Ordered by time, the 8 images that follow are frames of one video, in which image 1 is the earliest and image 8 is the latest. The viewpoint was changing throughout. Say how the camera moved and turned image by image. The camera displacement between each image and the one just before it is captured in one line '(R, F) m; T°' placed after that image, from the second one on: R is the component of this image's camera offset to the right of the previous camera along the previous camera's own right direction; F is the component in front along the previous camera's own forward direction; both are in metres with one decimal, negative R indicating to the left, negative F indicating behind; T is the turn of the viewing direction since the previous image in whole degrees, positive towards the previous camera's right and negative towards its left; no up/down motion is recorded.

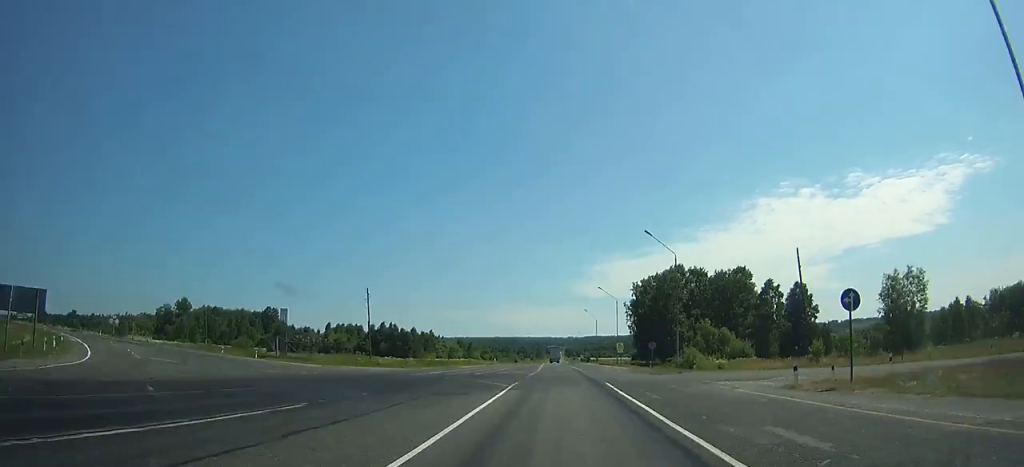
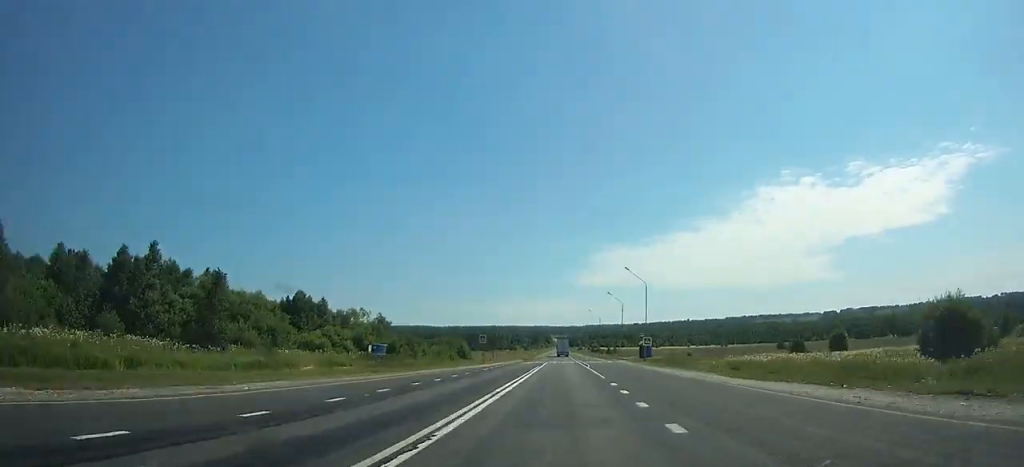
(-0.9, +148.7) m; 0°
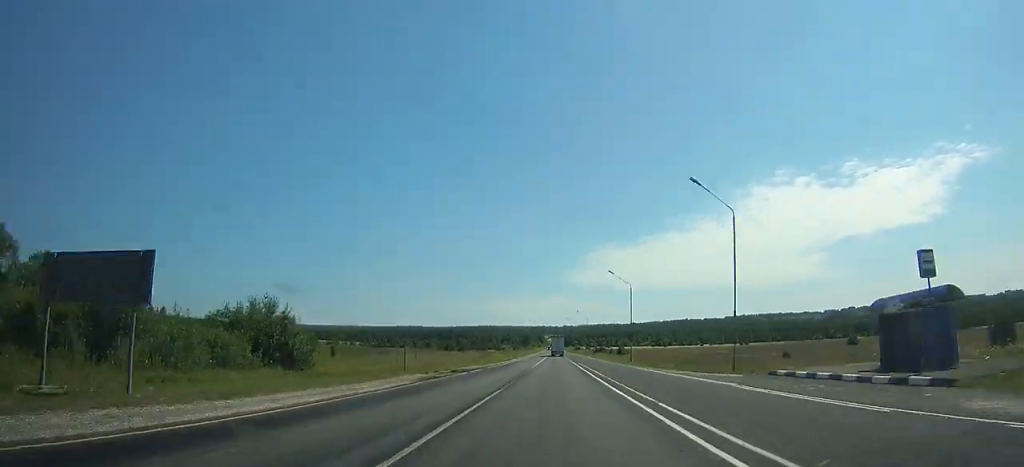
(+0.3, +69.8) m; 0°
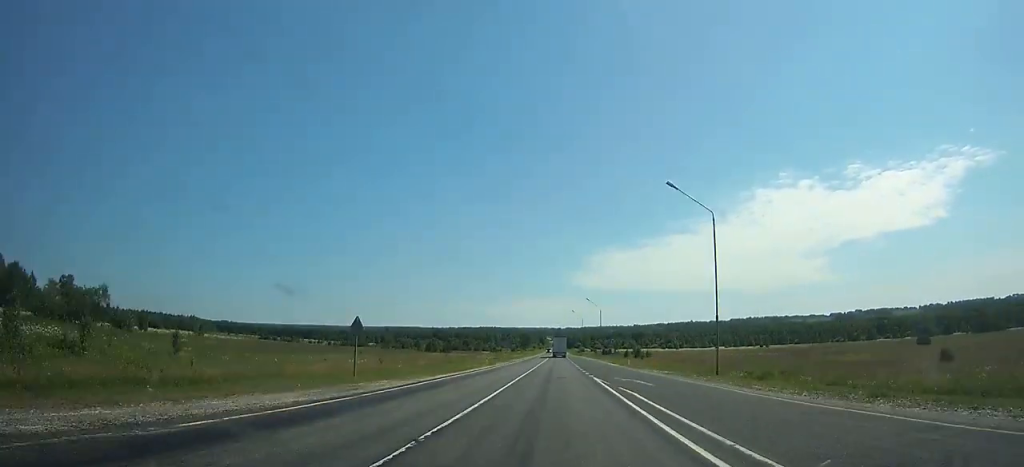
(+0.1, +39.1) m; 0°
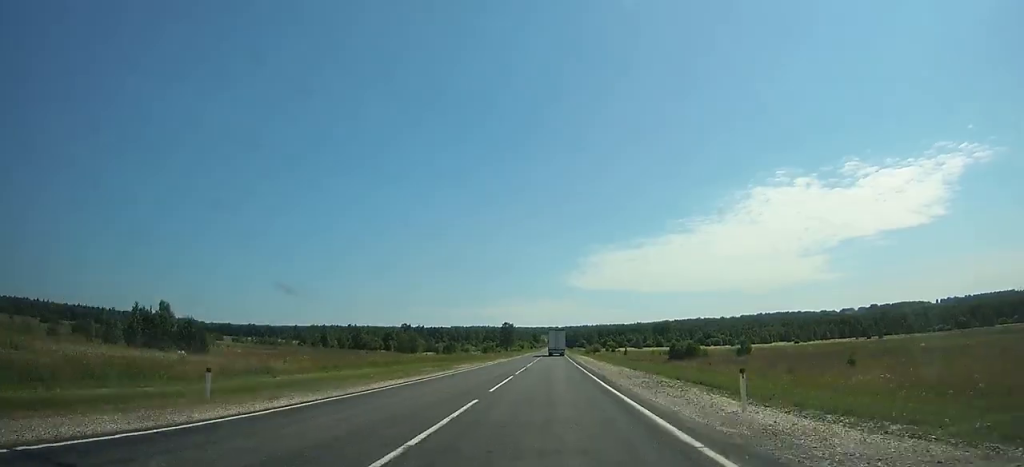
(0.0, +150.6) m; 0°
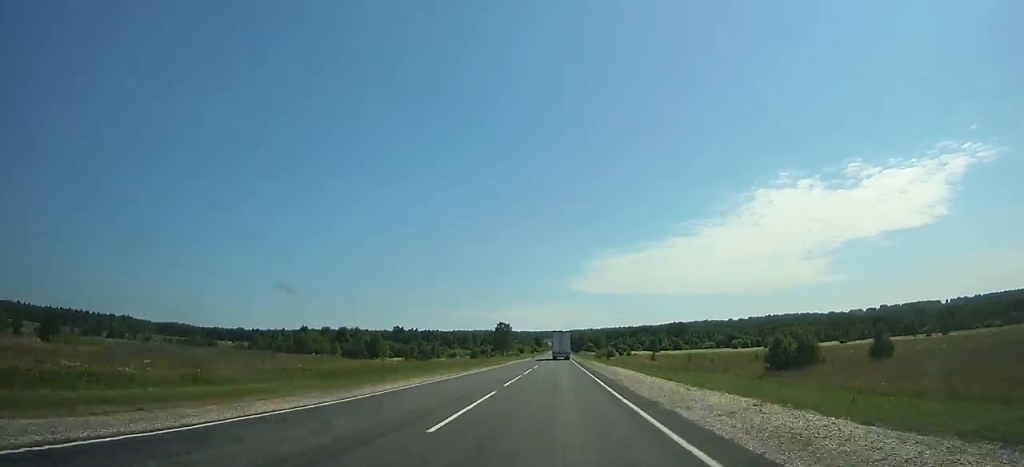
(0.0, +44.3) m; 0°
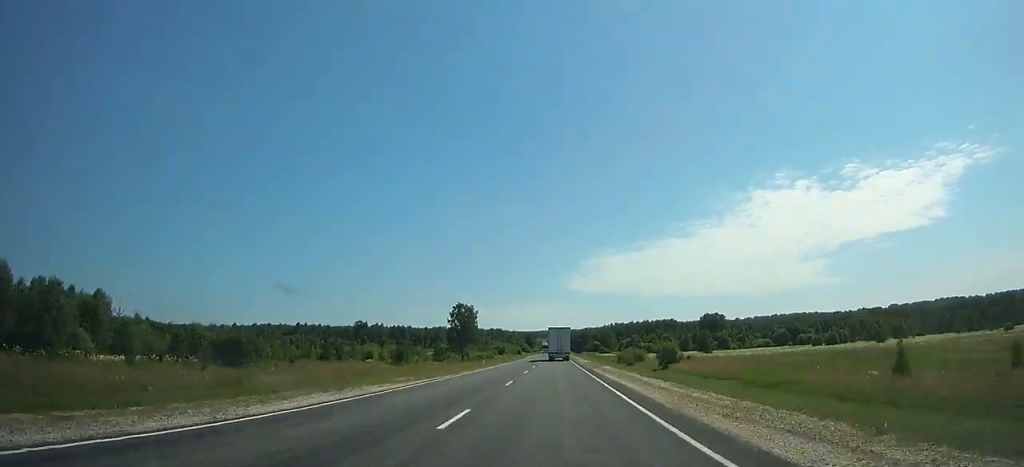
(-0.1, +100.6) m; 0°
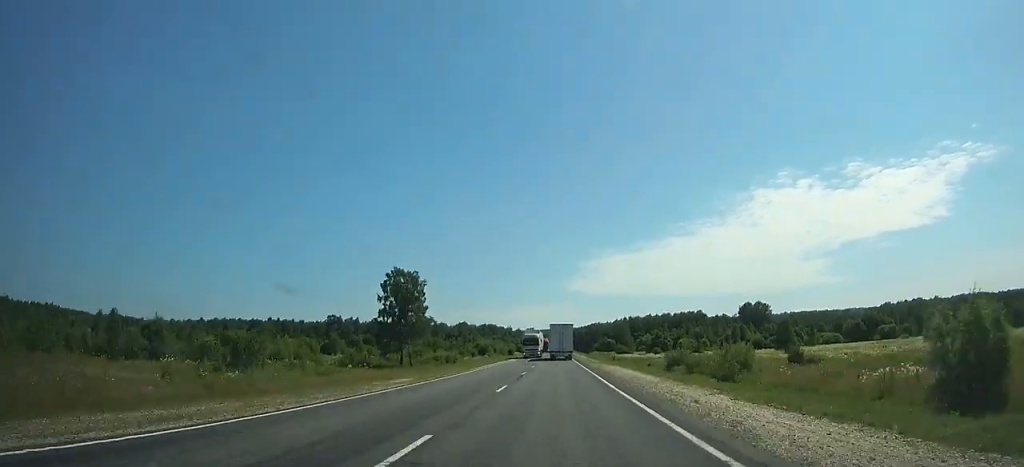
(+0.1, +63.6) m; 0°
